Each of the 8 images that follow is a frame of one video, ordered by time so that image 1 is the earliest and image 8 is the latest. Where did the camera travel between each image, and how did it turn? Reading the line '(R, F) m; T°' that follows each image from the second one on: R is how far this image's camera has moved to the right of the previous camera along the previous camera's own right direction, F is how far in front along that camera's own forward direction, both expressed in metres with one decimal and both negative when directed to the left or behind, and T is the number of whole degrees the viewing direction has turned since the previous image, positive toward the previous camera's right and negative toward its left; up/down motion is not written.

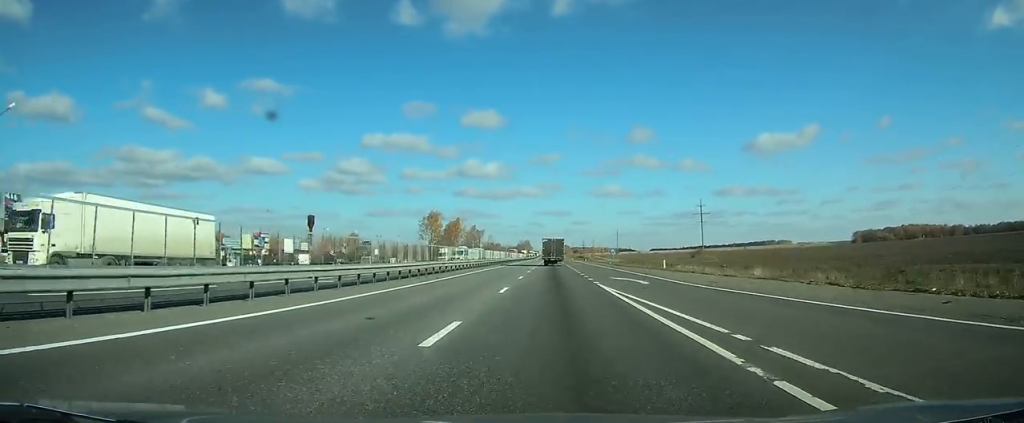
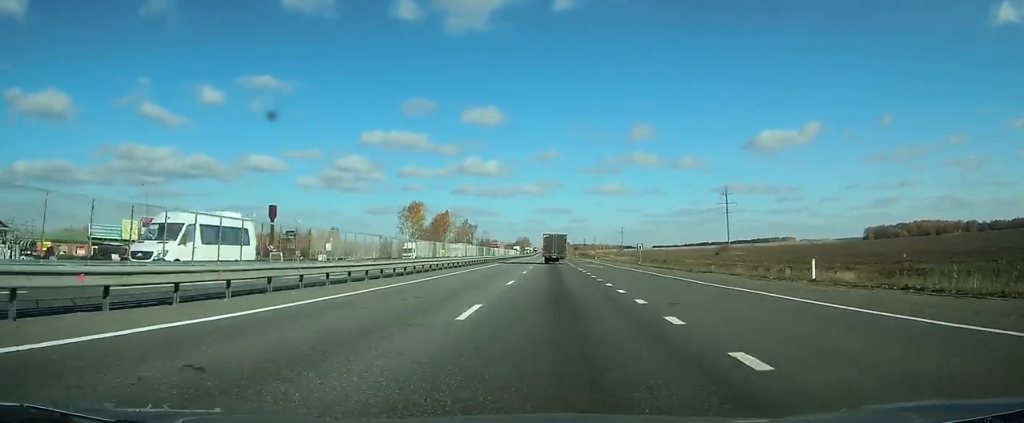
(0.0, +33.4) m; 0°
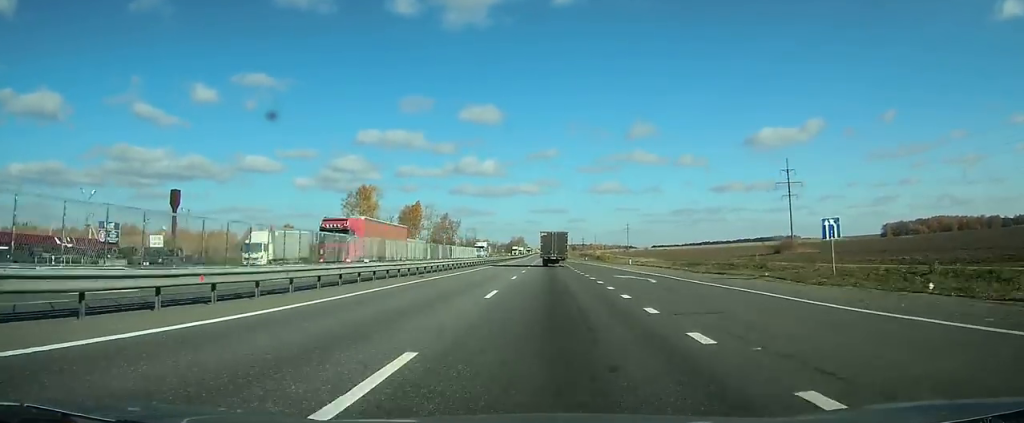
(+0.2, +56.5) m; 0°
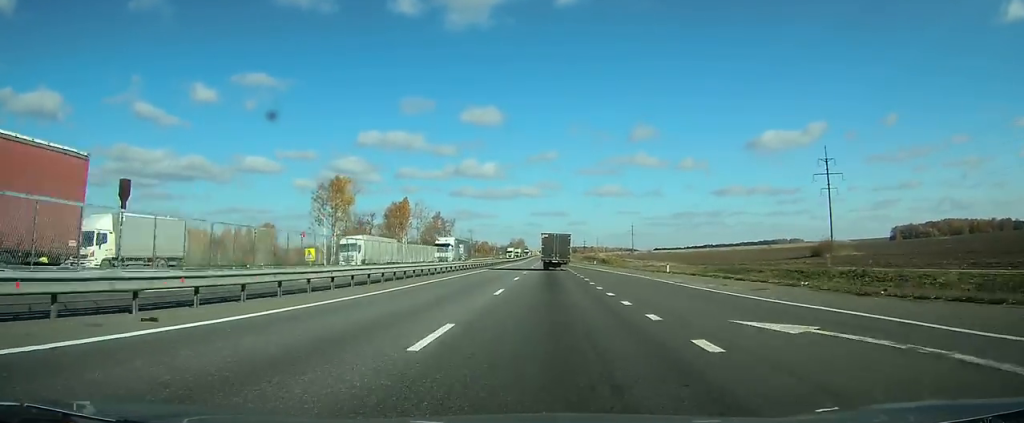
(0.0, +20.9) m; 0°
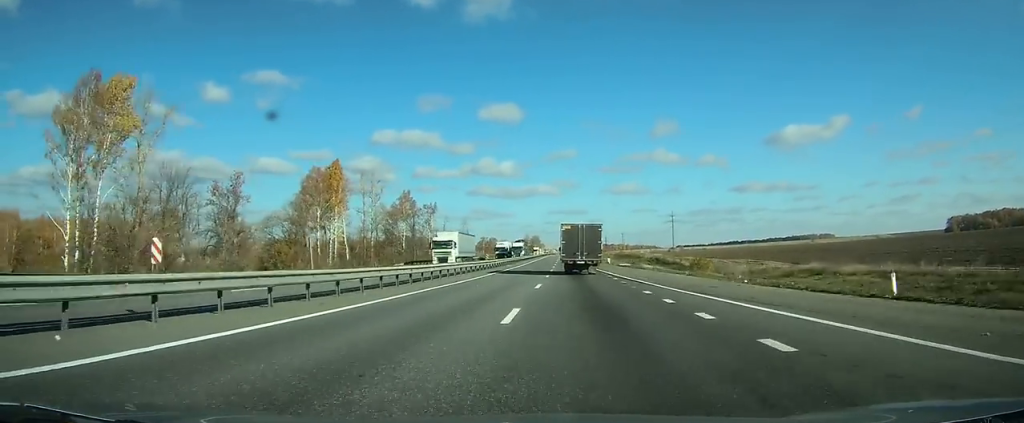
(-0.6, +78.6) m; -1°
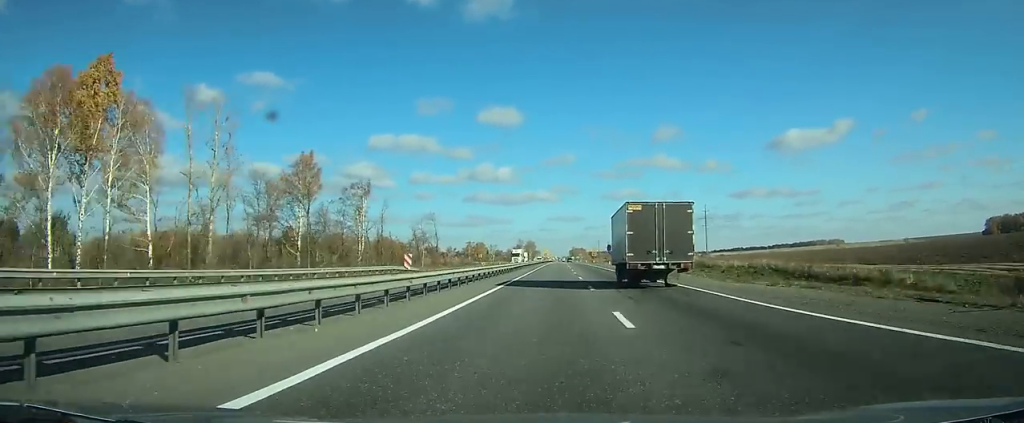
(-0.6, +71.2) m; 0°
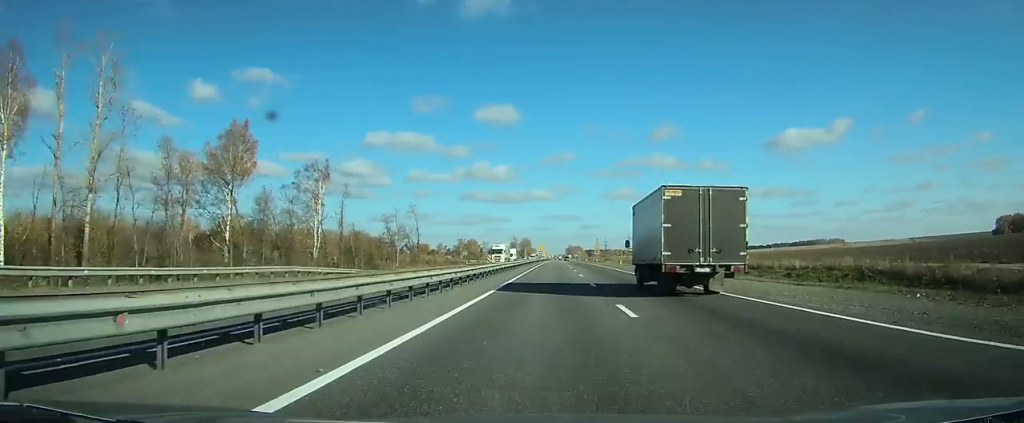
(0.0, +23.2) m; 0°
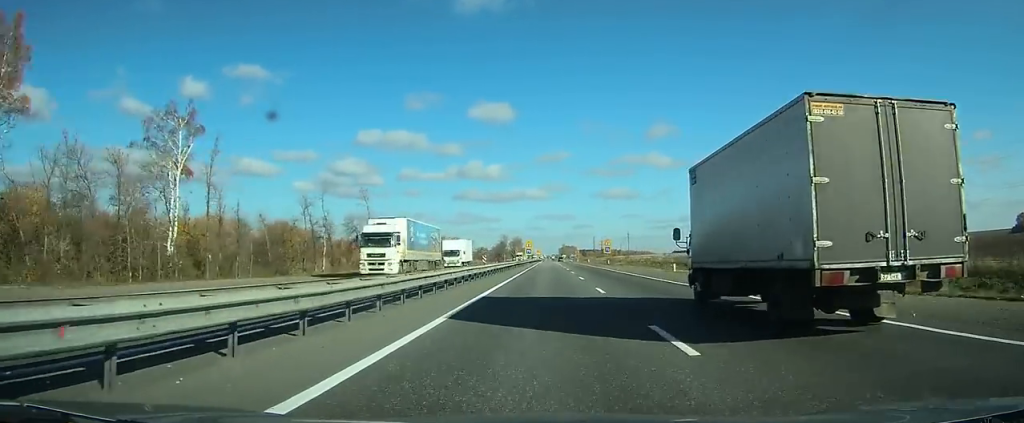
(+0.2, +42.0) m; +1°
